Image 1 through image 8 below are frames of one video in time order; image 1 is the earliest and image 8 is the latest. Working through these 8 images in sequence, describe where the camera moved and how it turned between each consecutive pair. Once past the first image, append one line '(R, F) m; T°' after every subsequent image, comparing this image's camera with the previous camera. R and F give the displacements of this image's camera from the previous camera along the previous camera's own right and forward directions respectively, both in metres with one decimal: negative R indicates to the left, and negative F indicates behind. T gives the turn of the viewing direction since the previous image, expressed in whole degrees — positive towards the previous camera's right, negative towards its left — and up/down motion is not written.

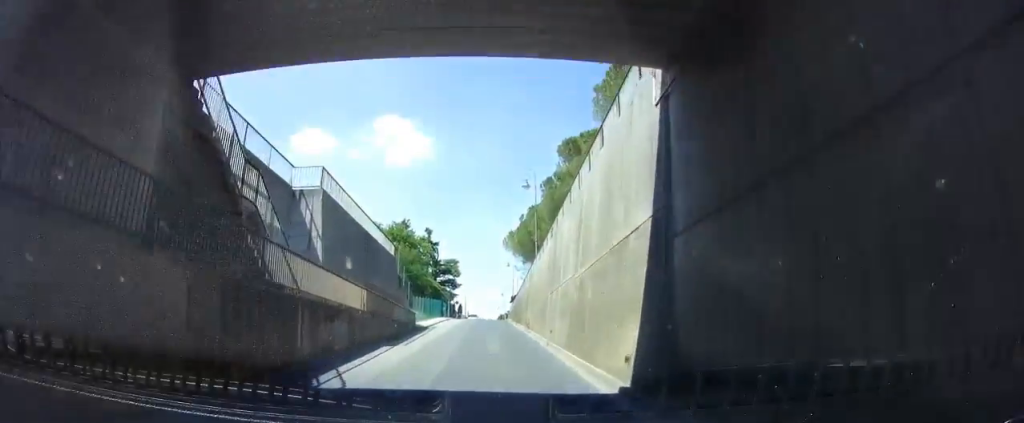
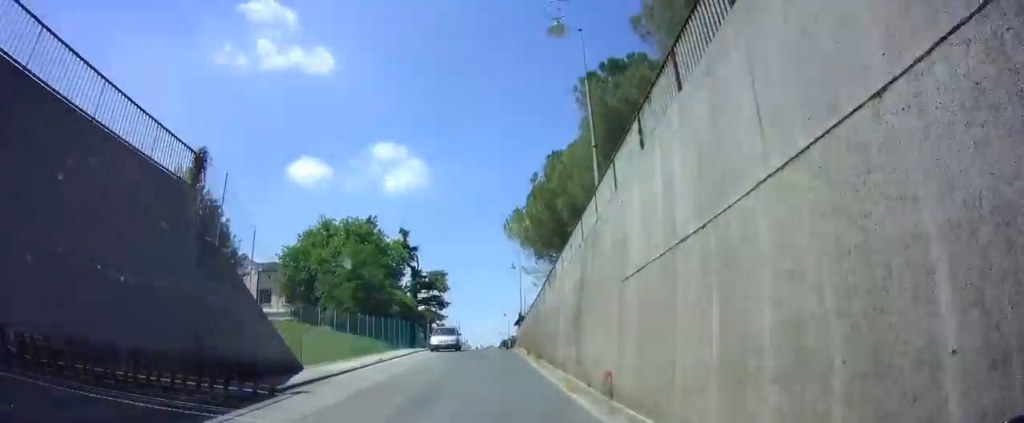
(+1.0, +25.3) m; +3°
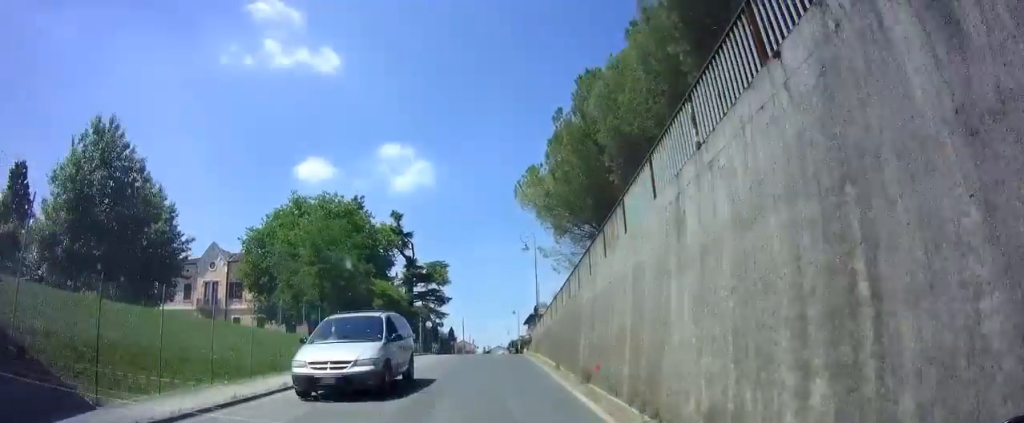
(-0.3, +10.8) m; -3°
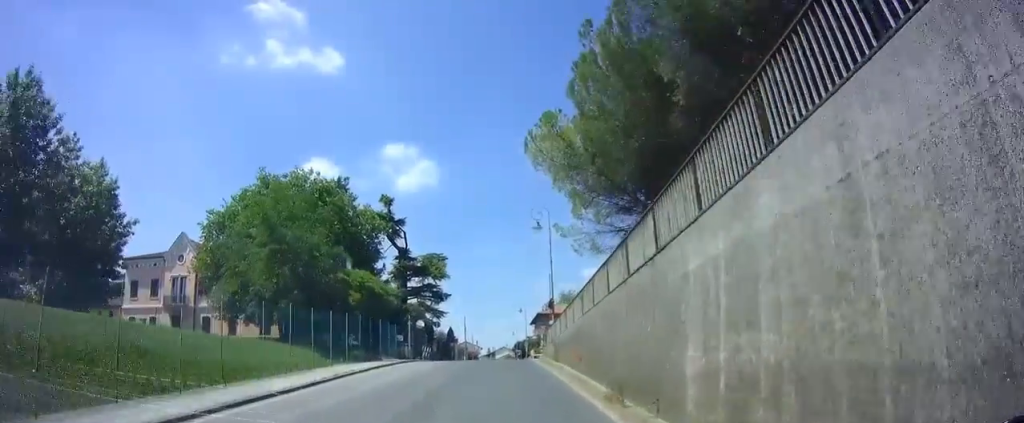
(-0.2, +8.1) m; -1°
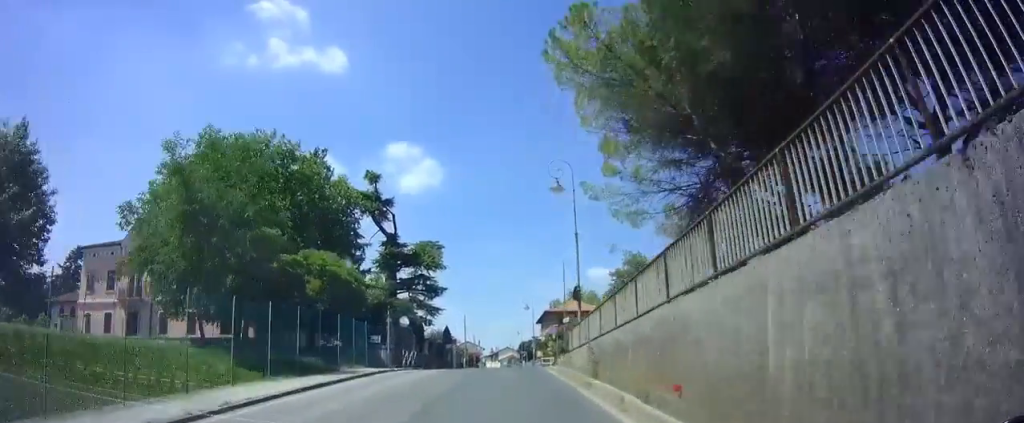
(-0.3, +8.0) m; 0°
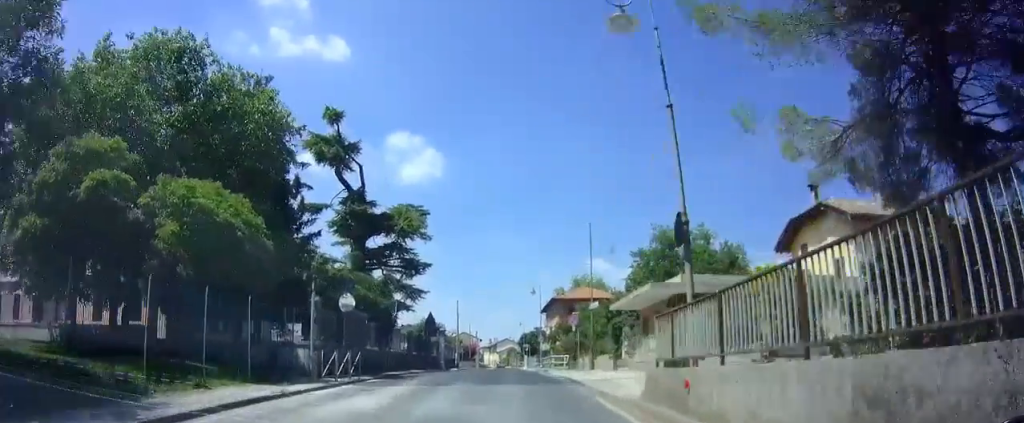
(+0.5, +11.7) m; 0°
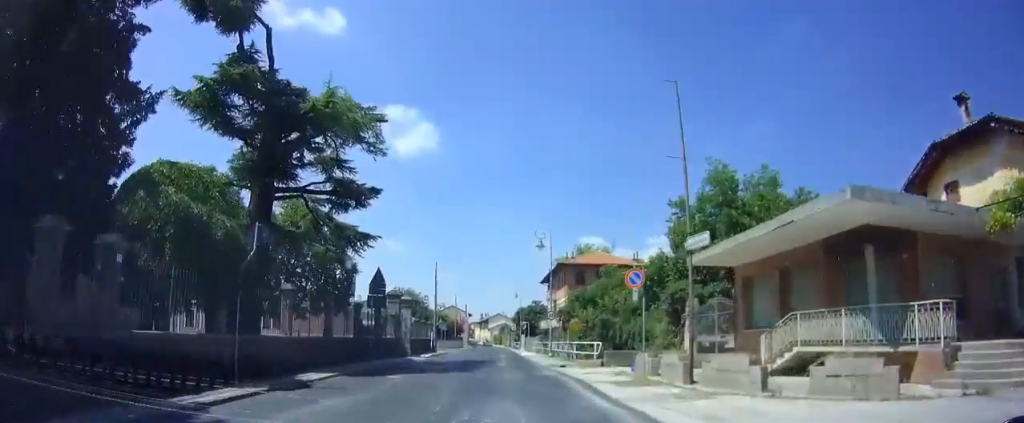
(-0.5, +15.7) m; 0°
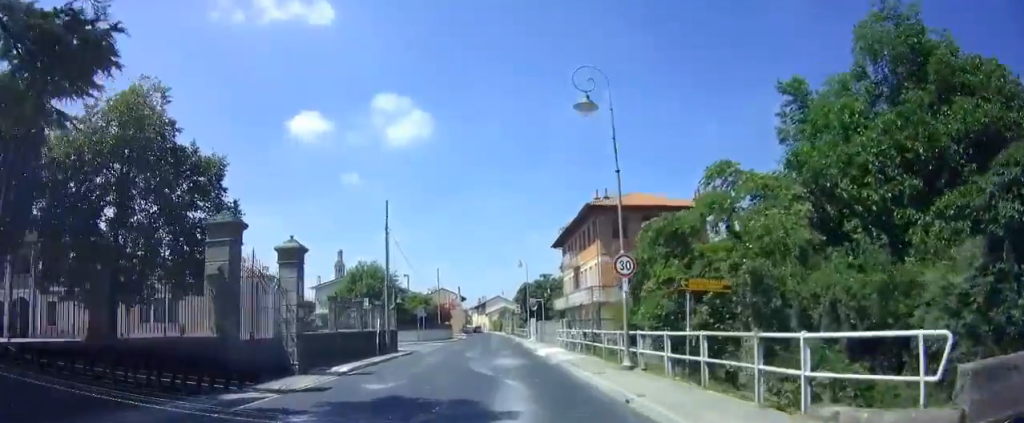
(+0.4, +19.7) m; +1°
